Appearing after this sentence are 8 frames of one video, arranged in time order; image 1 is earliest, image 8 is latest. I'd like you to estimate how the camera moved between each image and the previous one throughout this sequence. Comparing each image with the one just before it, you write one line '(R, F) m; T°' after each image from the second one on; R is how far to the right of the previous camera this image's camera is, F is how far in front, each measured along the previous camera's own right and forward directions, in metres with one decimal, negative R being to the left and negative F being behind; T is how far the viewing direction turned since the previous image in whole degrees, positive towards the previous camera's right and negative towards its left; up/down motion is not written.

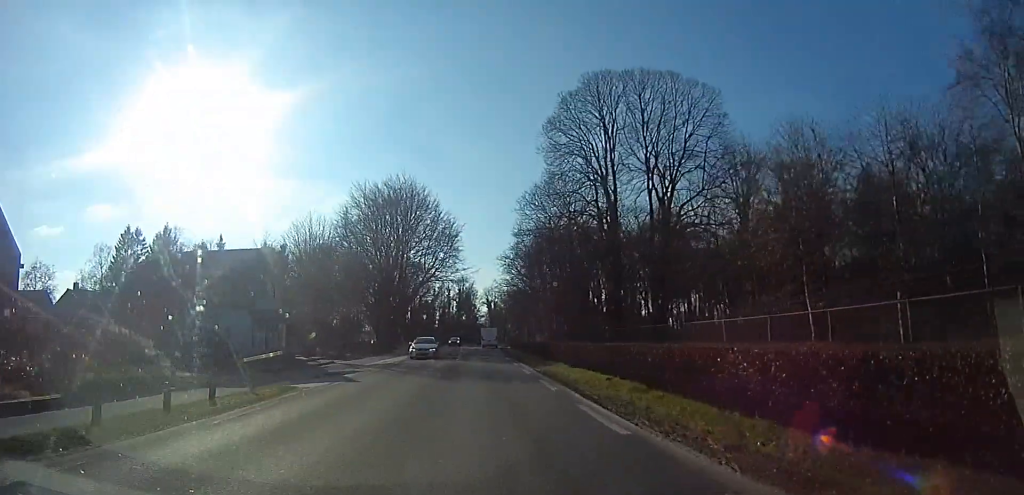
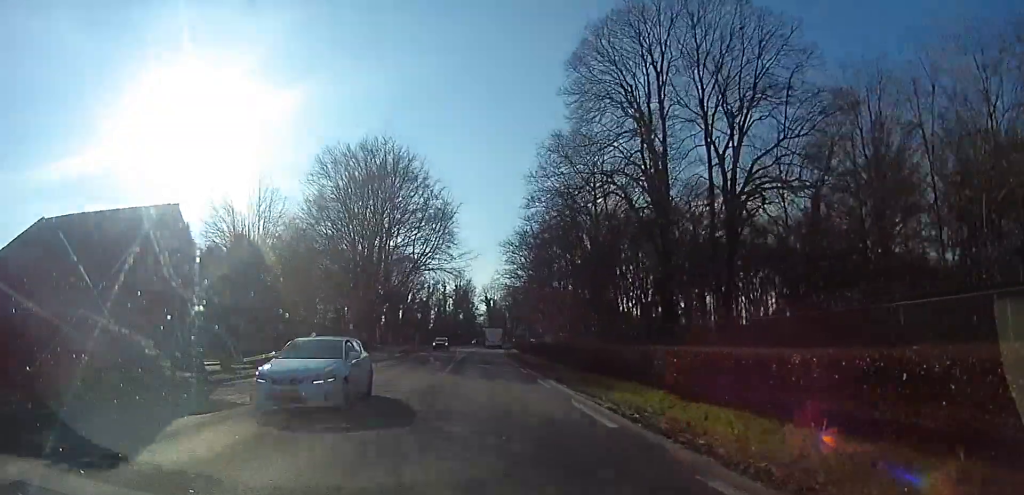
(-0.6, +11.9) m; -2°
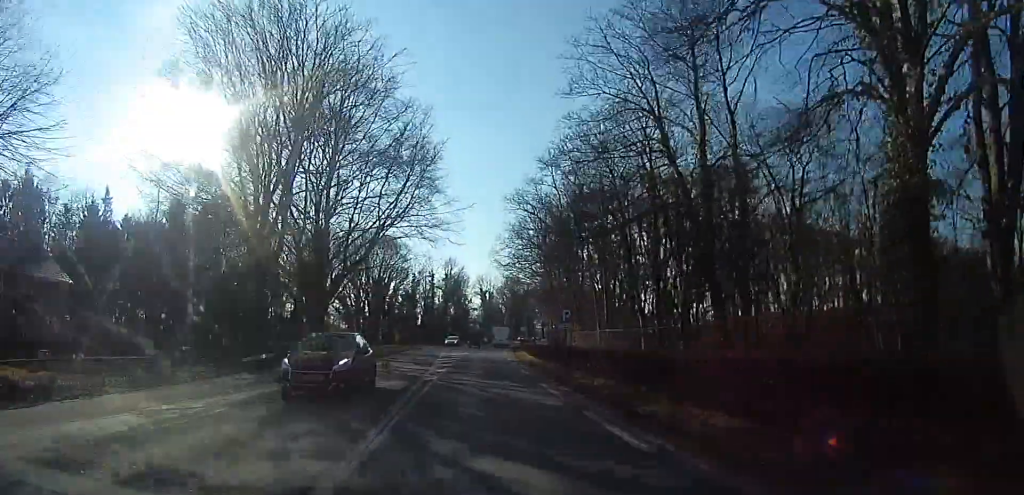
(-0.3, +20.6) m; +2°
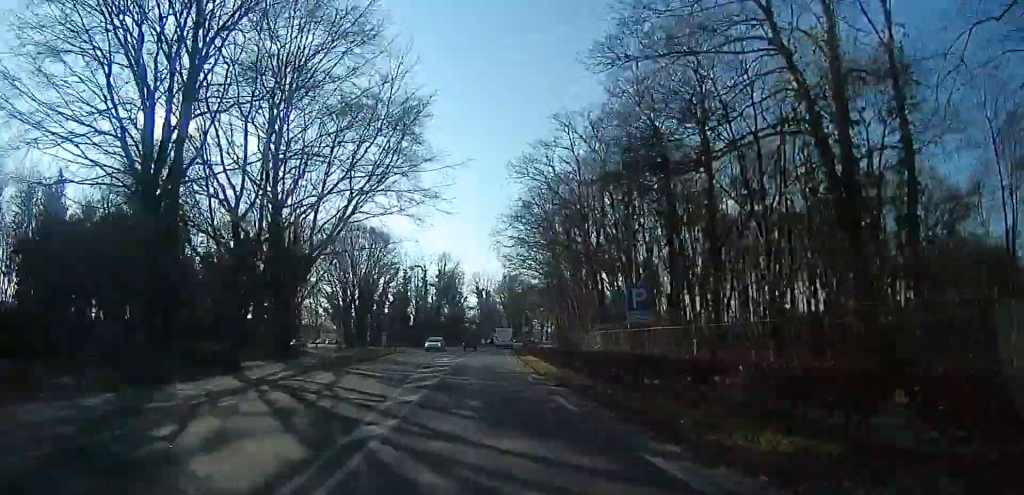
(+0.4, +9.0) m; +2°
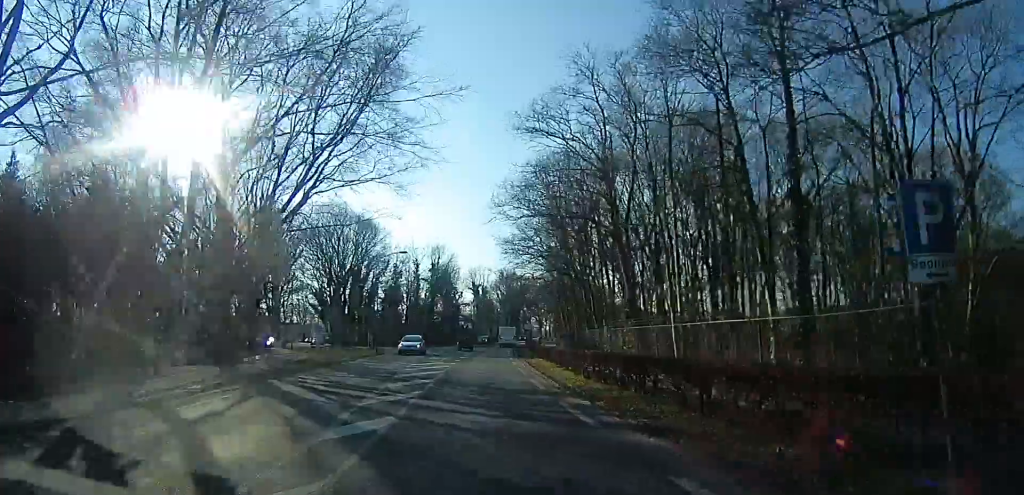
(+0.1, +7.6) m; +1°
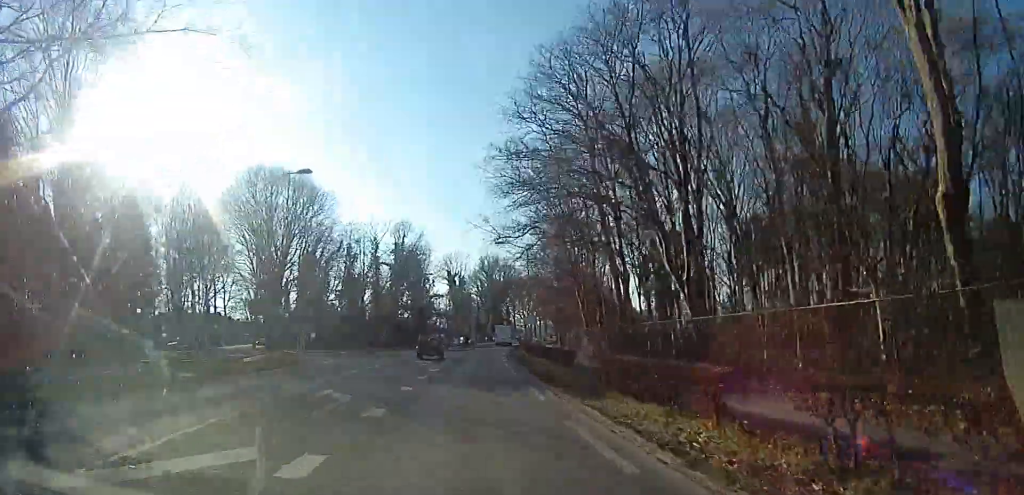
(0.0, +21.4) m; 0°
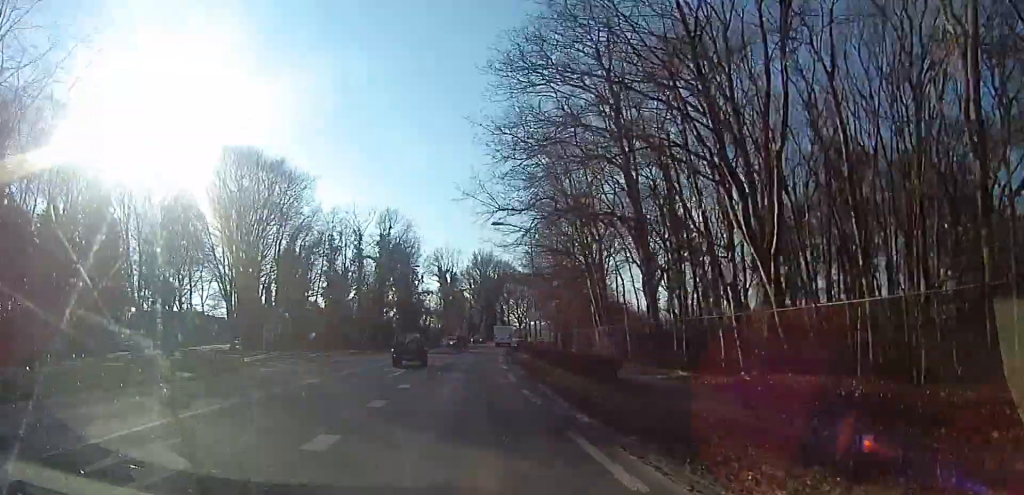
(0.0, +6.7) m; 0°
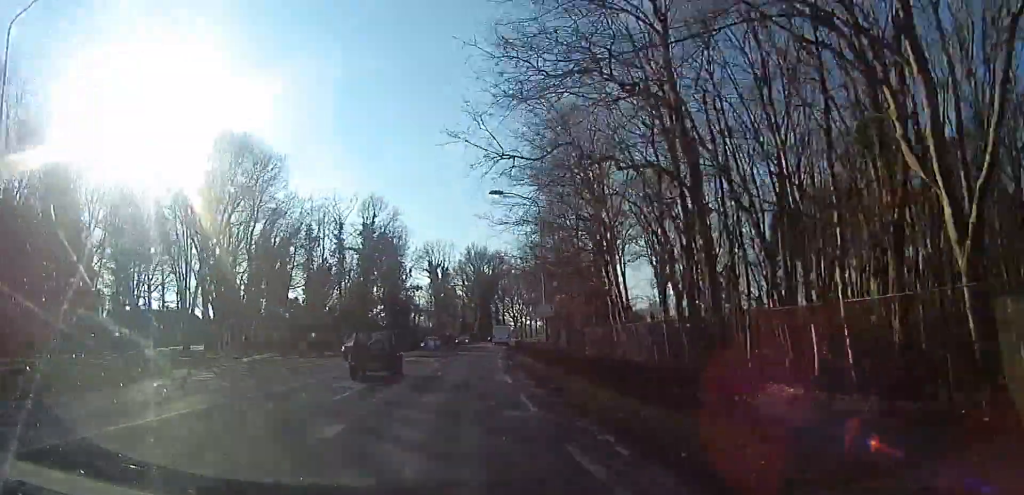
(0.0, +7.1) m; +2°
